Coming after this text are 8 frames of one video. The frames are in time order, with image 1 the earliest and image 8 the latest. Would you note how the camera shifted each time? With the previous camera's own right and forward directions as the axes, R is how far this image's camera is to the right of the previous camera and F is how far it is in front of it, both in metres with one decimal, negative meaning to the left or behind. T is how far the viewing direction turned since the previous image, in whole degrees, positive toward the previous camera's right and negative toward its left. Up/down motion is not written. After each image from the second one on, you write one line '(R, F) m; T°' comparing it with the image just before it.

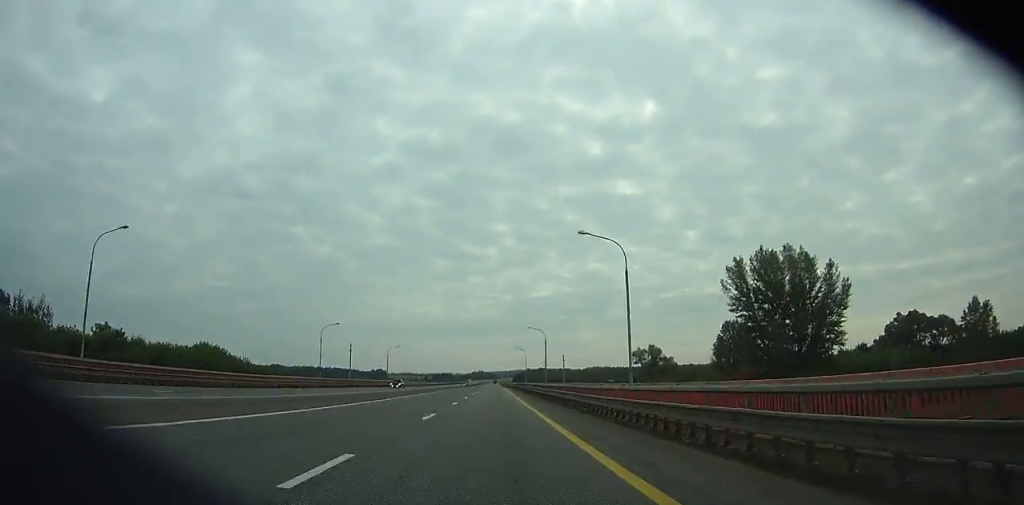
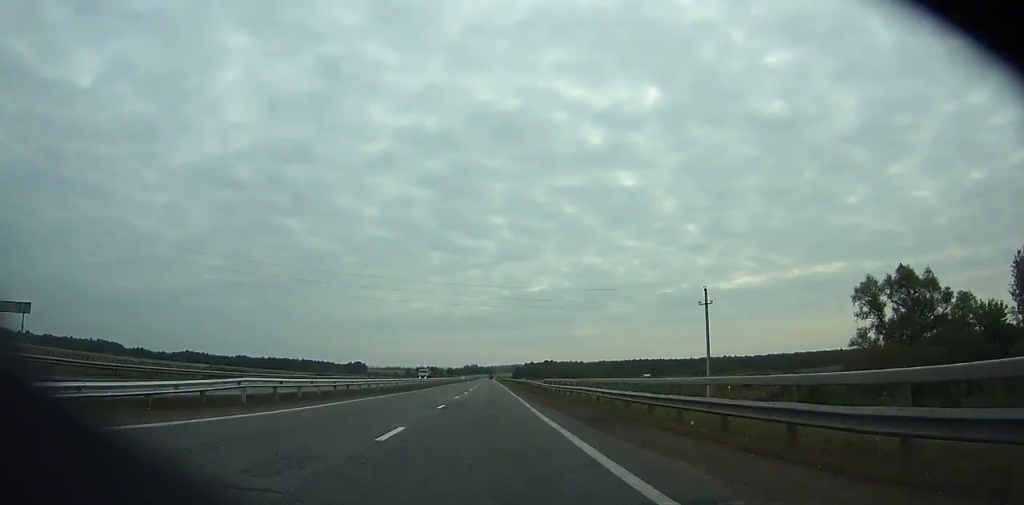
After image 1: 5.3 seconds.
(+0.4, +139.3) m; 0°
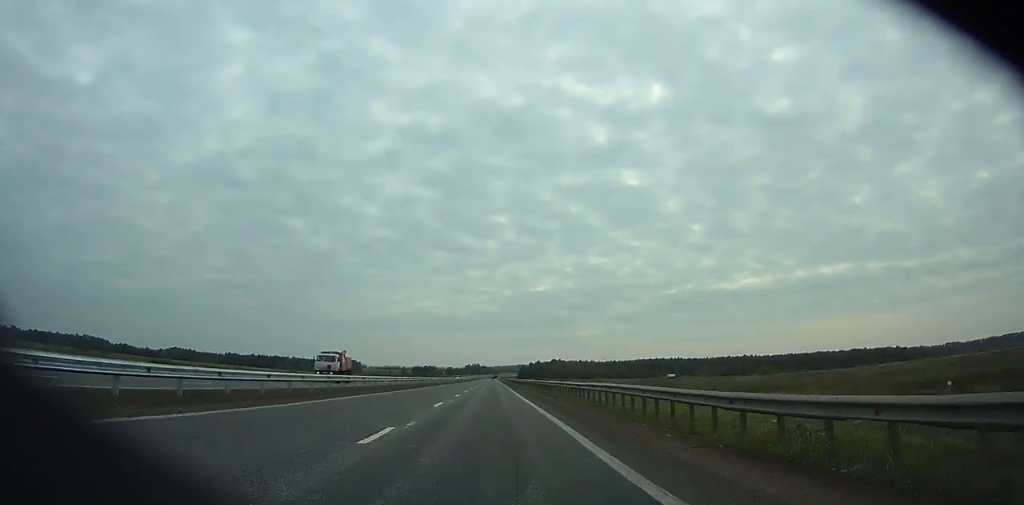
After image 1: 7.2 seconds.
(-0.1, +49.7) m; 0°
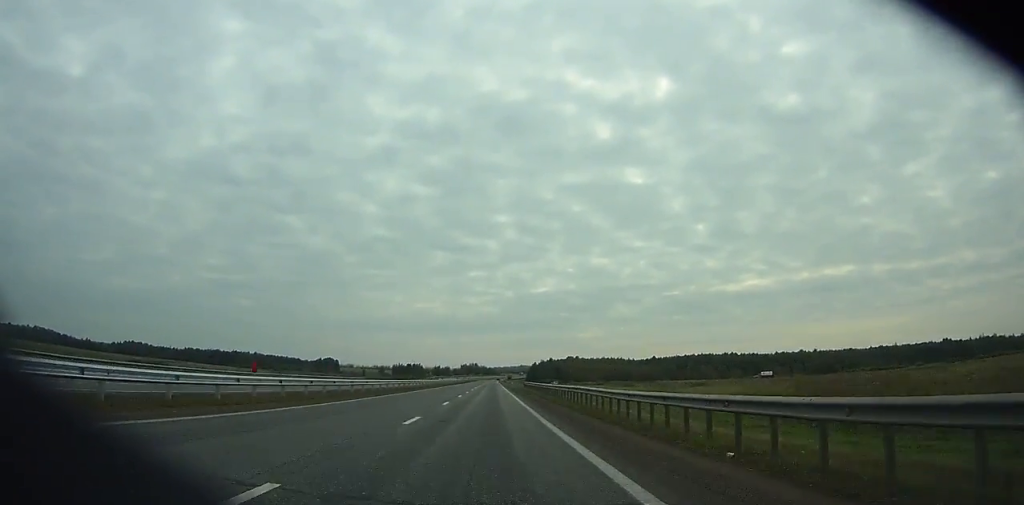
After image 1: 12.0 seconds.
(+0.2, +125.8) m; 0°
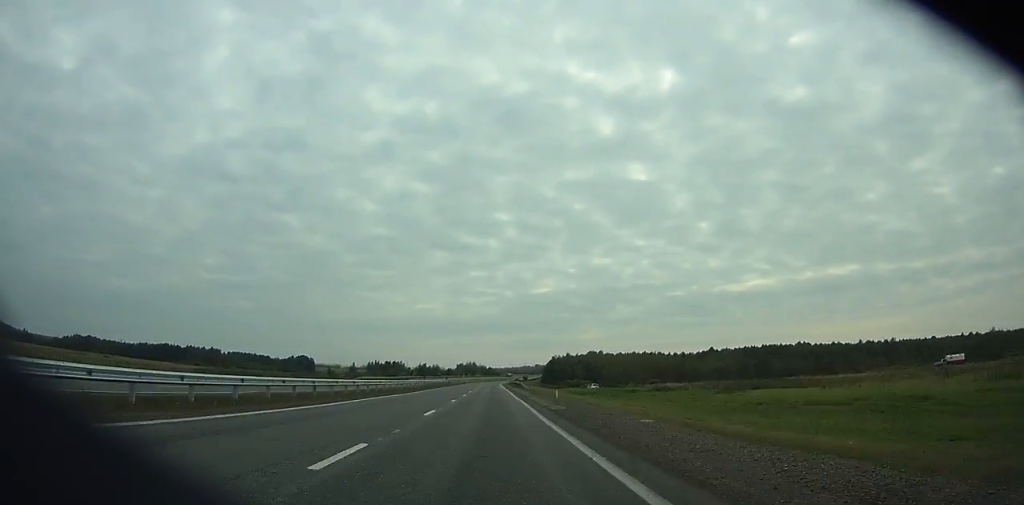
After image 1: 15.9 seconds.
(0.0, +103.1) m; 0°
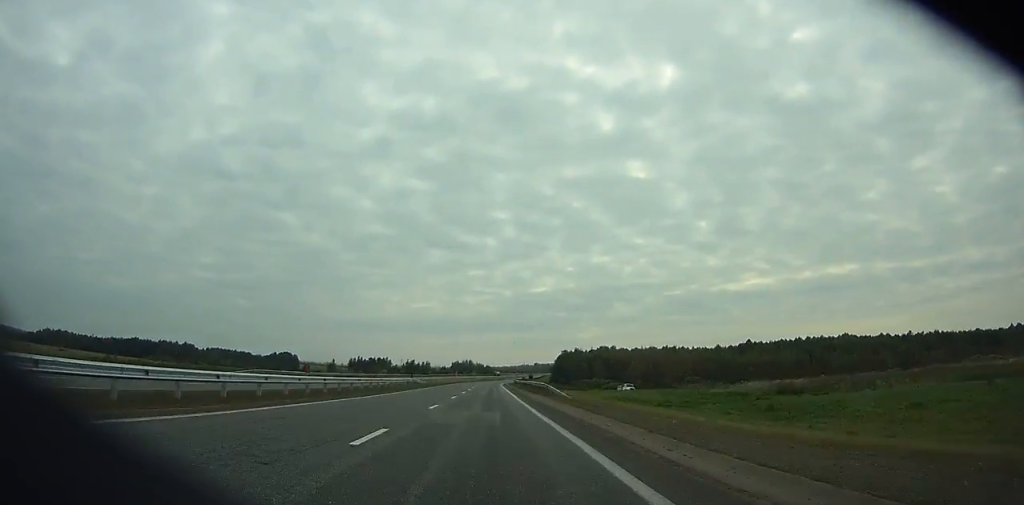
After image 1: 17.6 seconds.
(0.0, +45.4) m; 0°
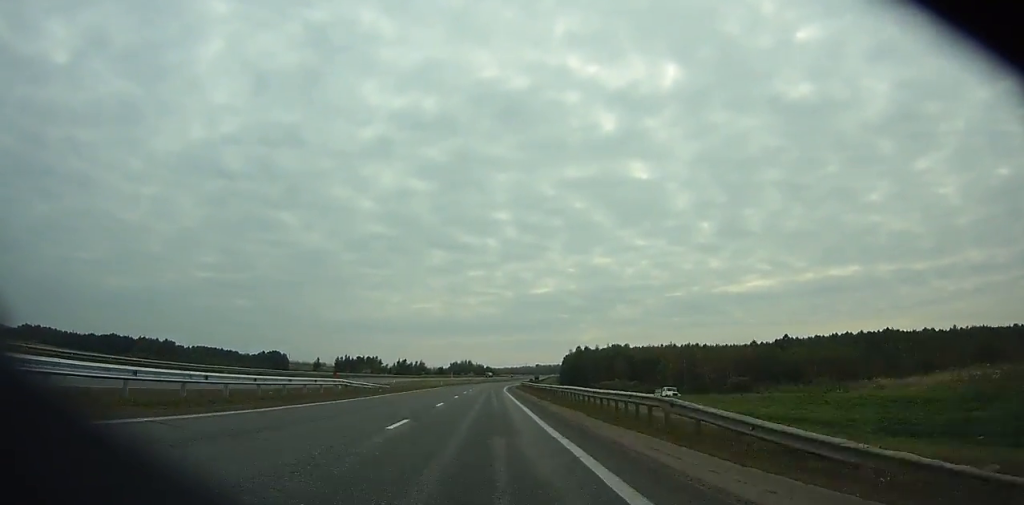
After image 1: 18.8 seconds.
(0.0, +32.0) m; 0°
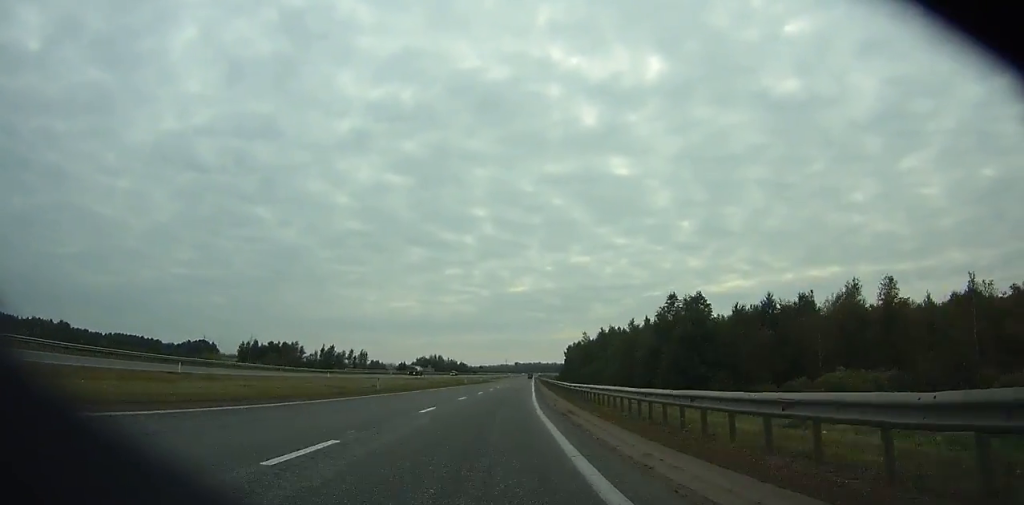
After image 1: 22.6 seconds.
(+0.6, +101.6) m; +1°
